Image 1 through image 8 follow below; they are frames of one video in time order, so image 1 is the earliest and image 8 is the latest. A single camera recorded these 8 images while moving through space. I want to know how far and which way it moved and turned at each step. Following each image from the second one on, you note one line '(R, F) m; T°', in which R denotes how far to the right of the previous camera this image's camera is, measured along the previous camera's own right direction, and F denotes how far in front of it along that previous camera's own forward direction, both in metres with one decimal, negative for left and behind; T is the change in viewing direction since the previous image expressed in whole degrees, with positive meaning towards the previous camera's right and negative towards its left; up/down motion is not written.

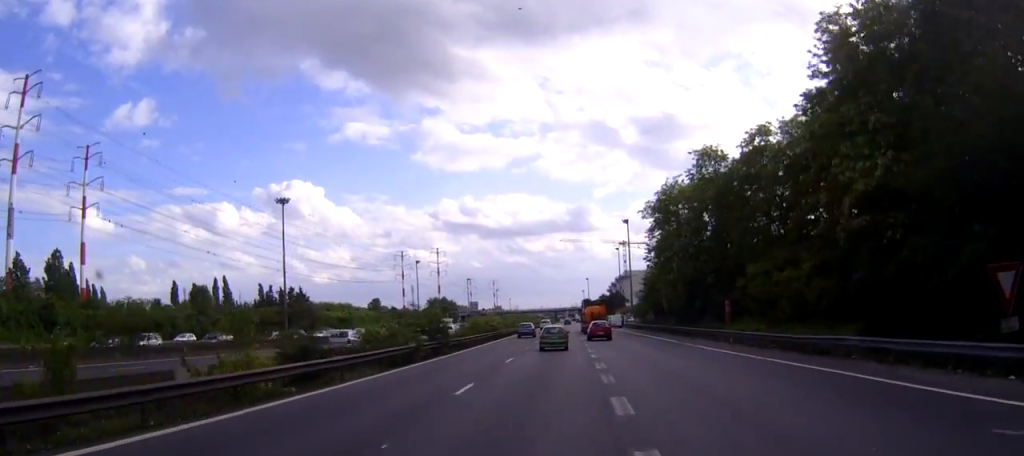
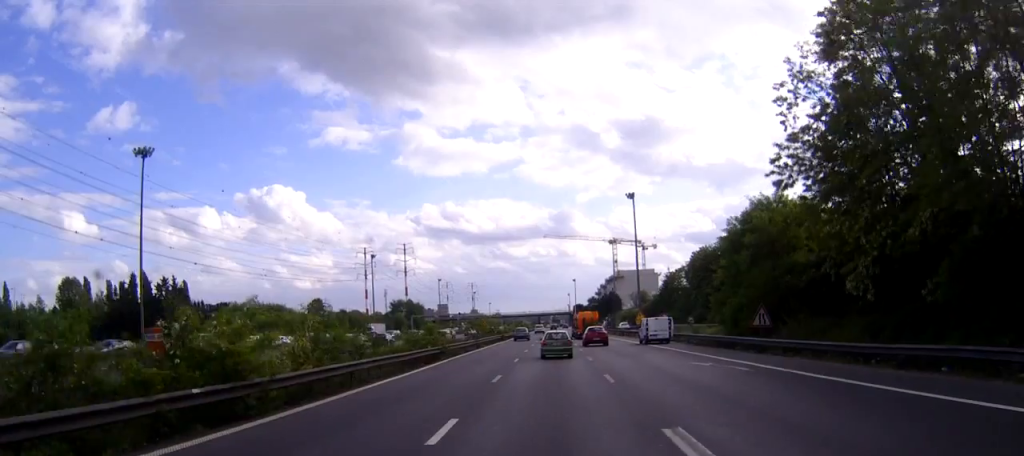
(+0.6, +56.7) m; +1°
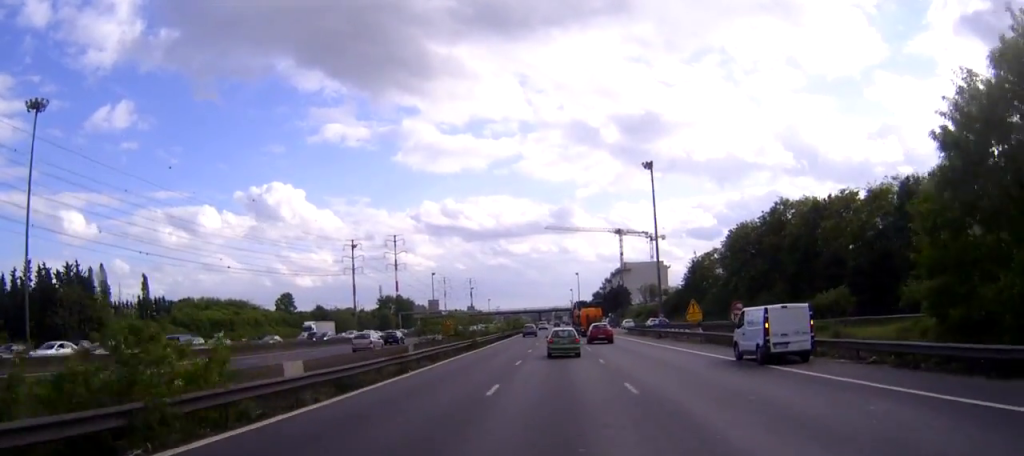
(-0.1, +30.0) m; 0°
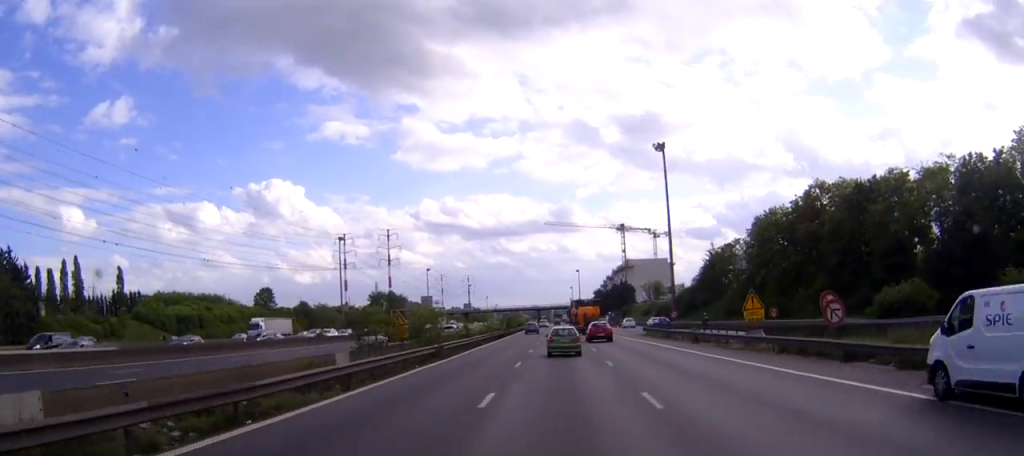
(0.0, +15.7) m; 0°
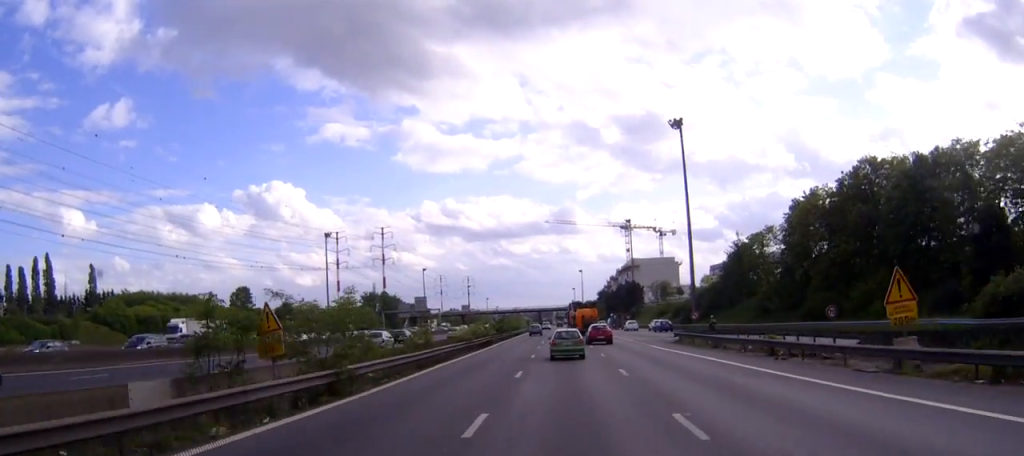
(-0.1, +16.5) m; 0°
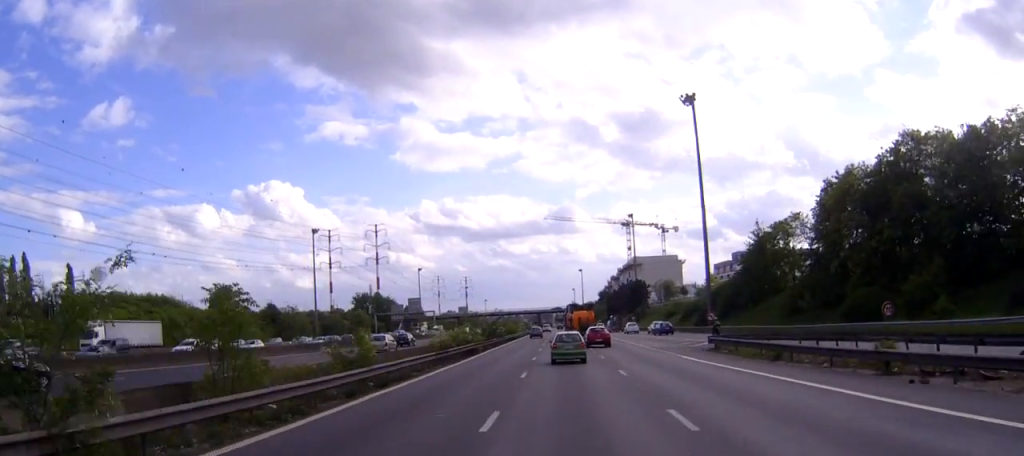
(0.0, +11.5) m; 0°
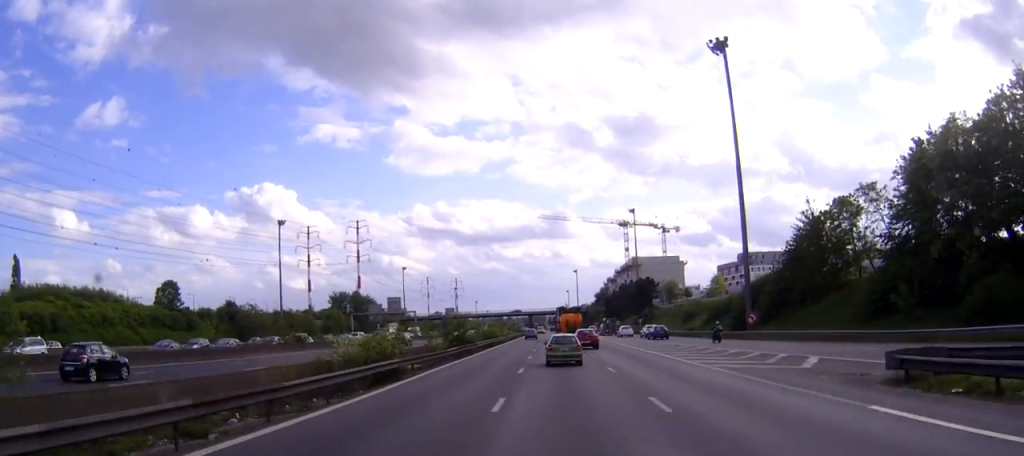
(+0.1, +22.9) m; 0°
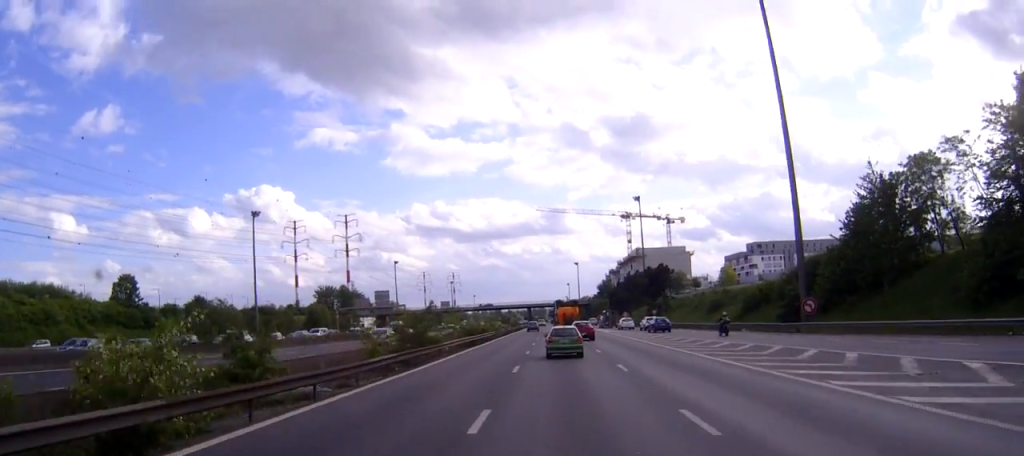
(0.0, +17.1) m; 0°
